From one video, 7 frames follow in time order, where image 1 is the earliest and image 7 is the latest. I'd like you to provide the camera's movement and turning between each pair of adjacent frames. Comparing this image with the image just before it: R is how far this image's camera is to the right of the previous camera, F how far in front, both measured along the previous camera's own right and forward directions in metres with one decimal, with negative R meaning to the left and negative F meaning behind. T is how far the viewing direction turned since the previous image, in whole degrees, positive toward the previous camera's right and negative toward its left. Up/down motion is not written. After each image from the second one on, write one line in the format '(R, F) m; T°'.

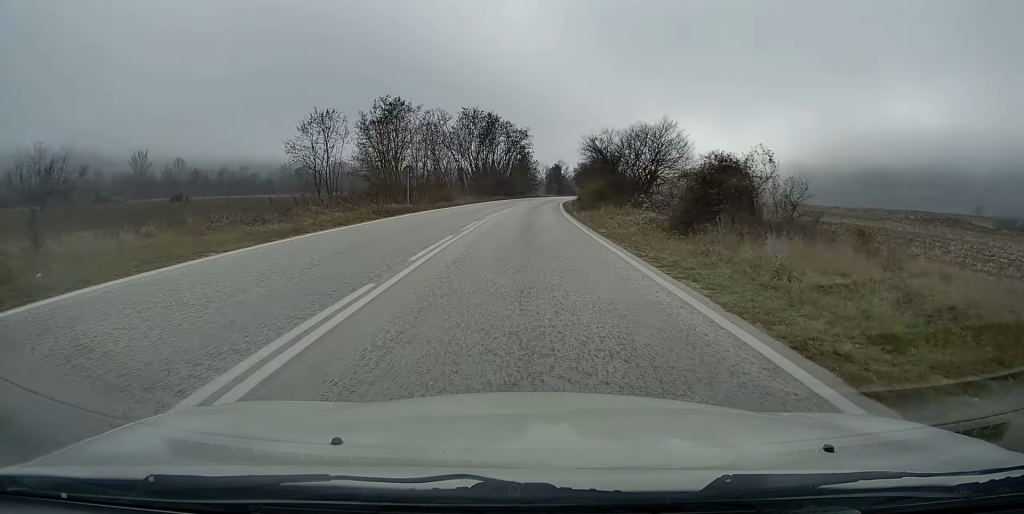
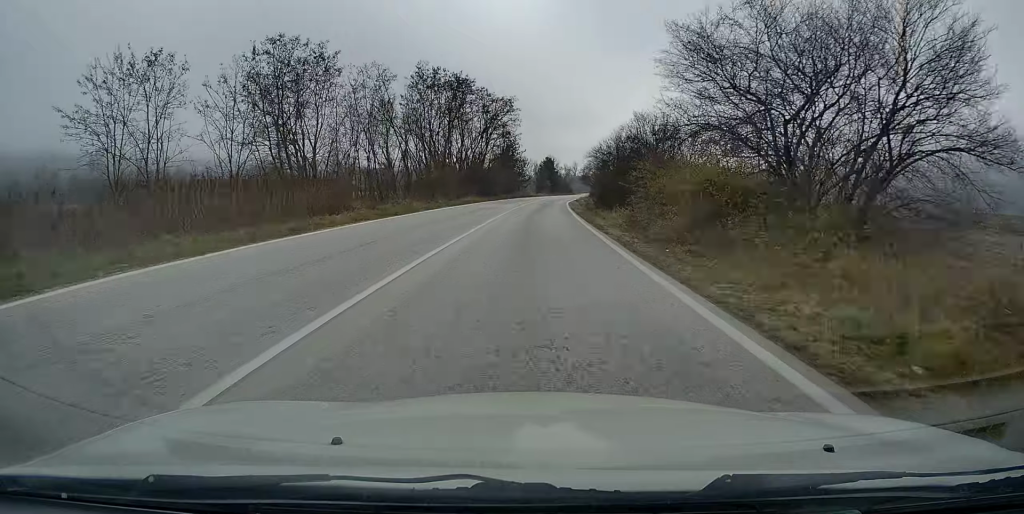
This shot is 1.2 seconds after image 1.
(+0.2, +32.3) m; +1°
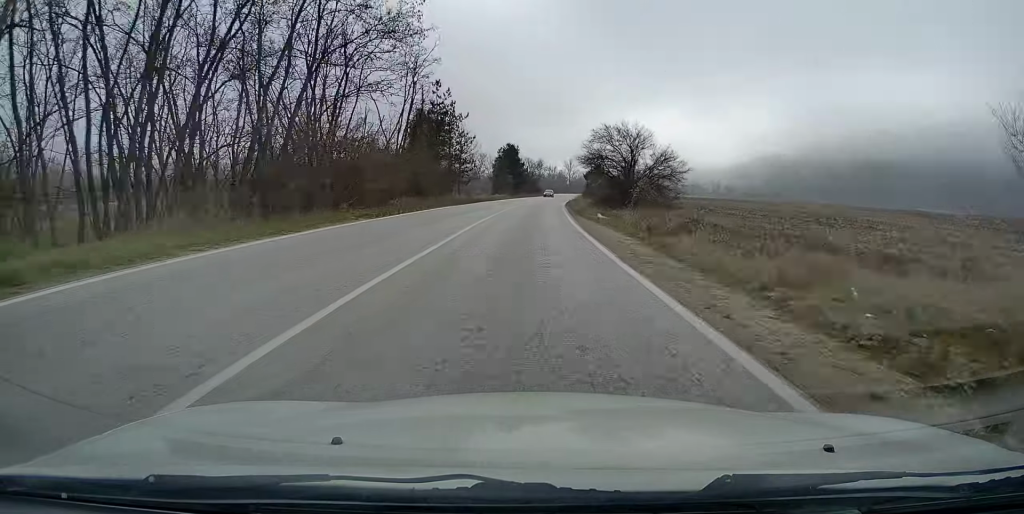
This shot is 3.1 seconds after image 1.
(+1.5, +53.4) m; +3°
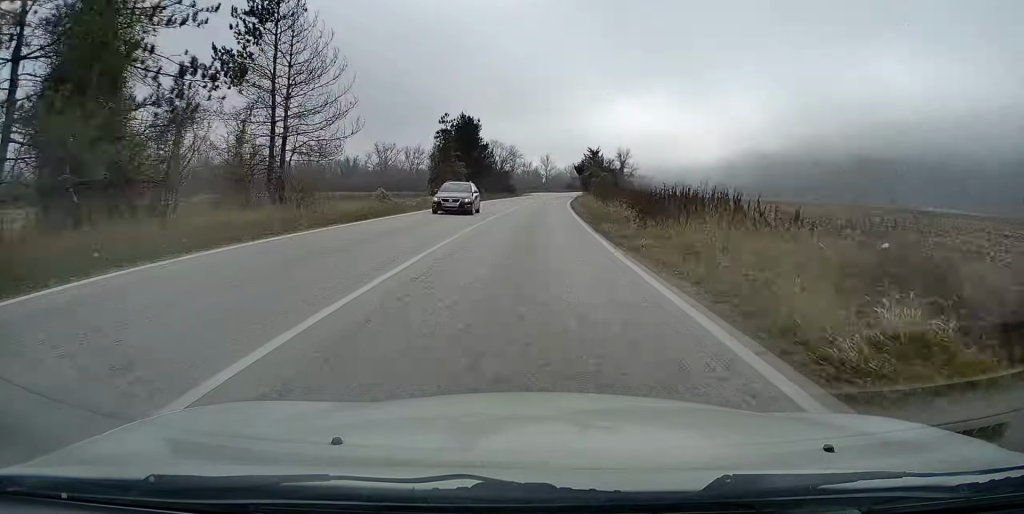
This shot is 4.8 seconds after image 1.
(+1.0, +47.9) m; +2°
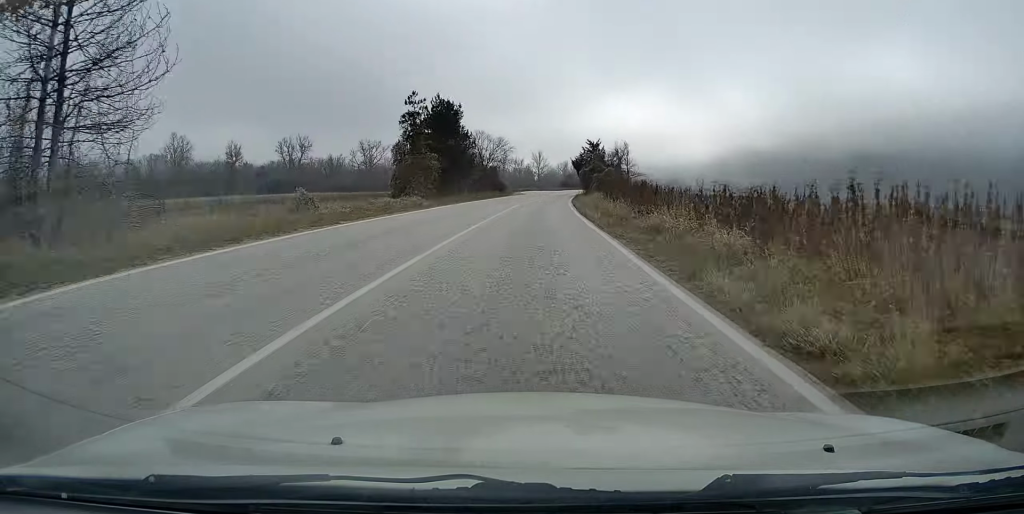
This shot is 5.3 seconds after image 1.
(0.0, +13.9) m; +1°
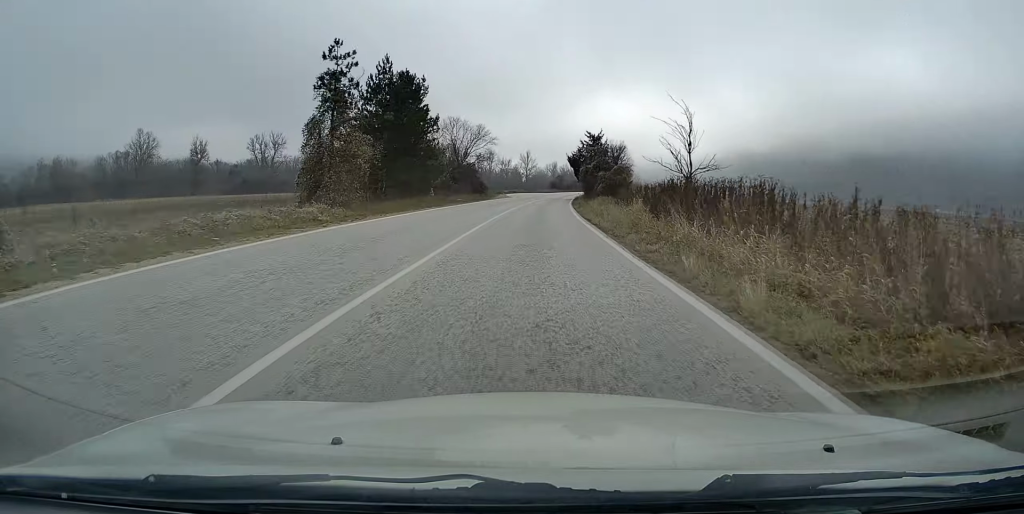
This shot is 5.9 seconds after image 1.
(+0.3, +18.1) m; +1°
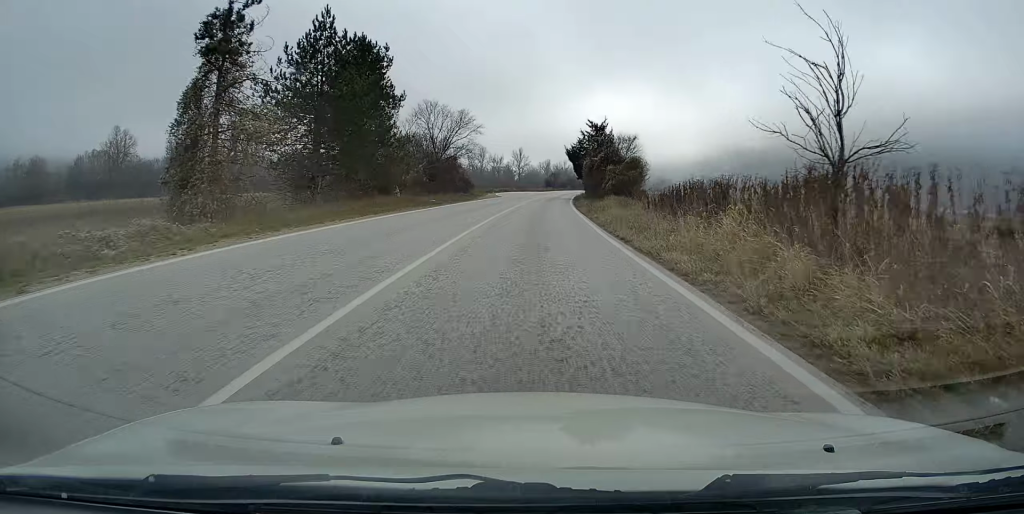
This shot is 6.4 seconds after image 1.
(+0.1, +12.5) m; +1°
